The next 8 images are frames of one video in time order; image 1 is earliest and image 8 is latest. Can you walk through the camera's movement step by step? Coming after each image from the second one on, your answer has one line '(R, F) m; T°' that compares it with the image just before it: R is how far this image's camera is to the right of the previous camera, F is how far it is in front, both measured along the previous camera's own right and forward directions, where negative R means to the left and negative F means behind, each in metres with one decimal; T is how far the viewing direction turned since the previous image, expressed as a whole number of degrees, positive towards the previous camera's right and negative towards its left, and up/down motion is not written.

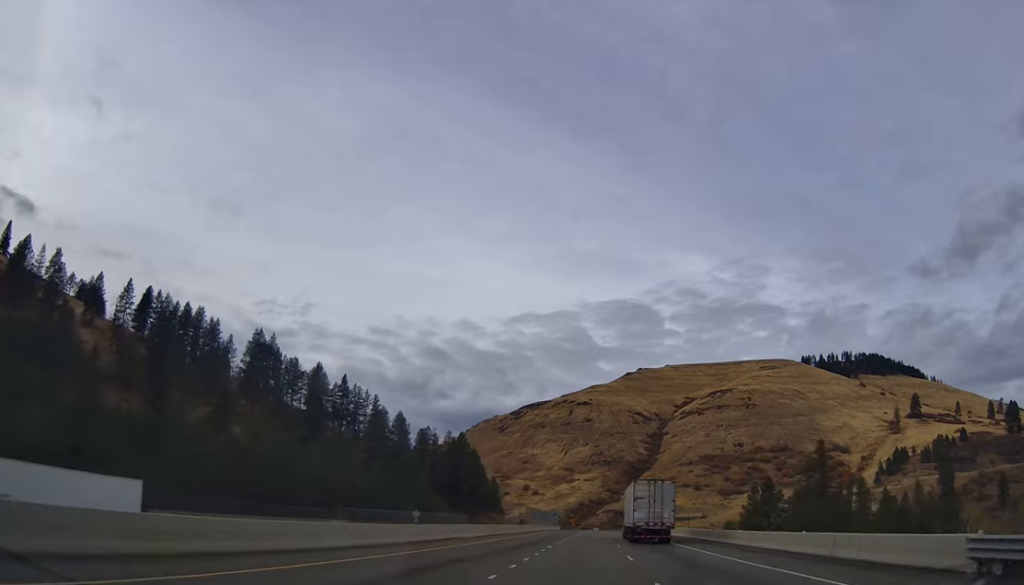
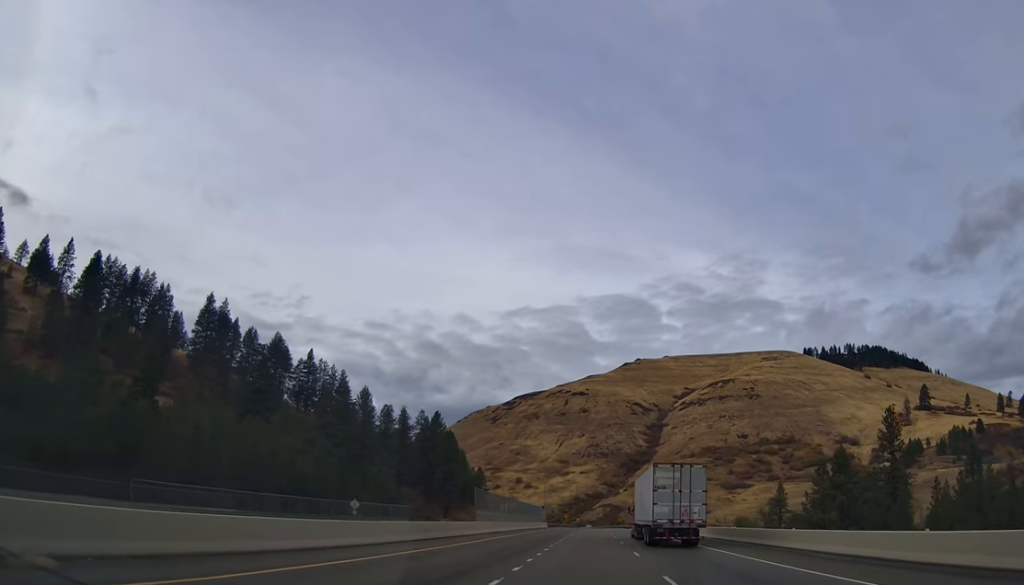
(+0.8, +34.4) m; +1°
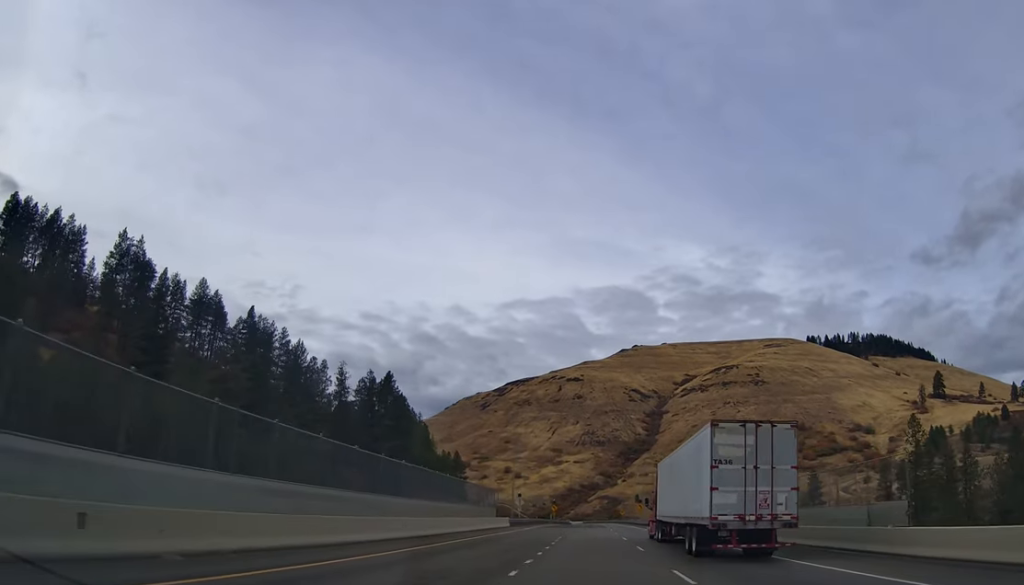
(0.0, +47.8) m; 0°
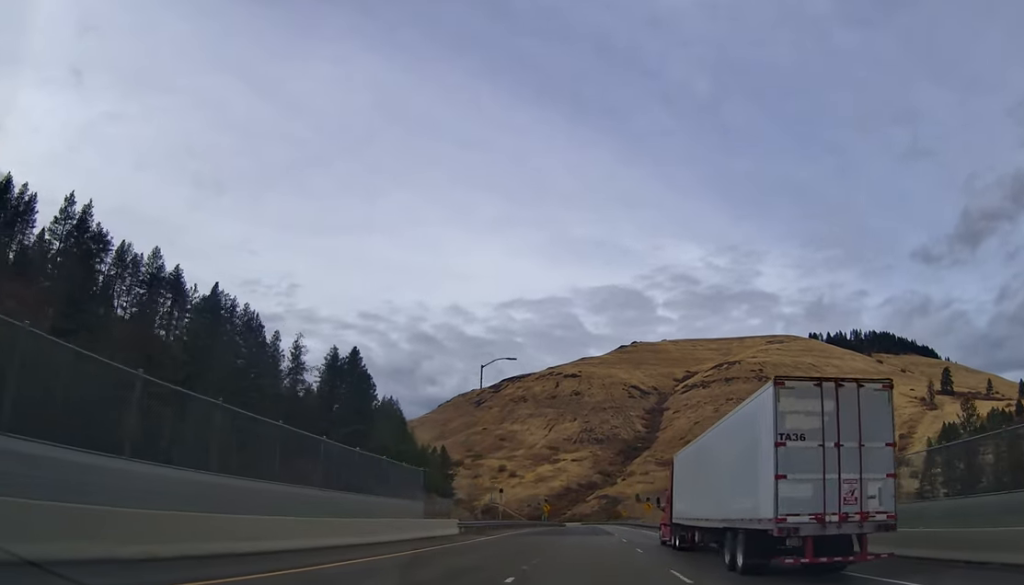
(+0.2, +23.9) m; 0°
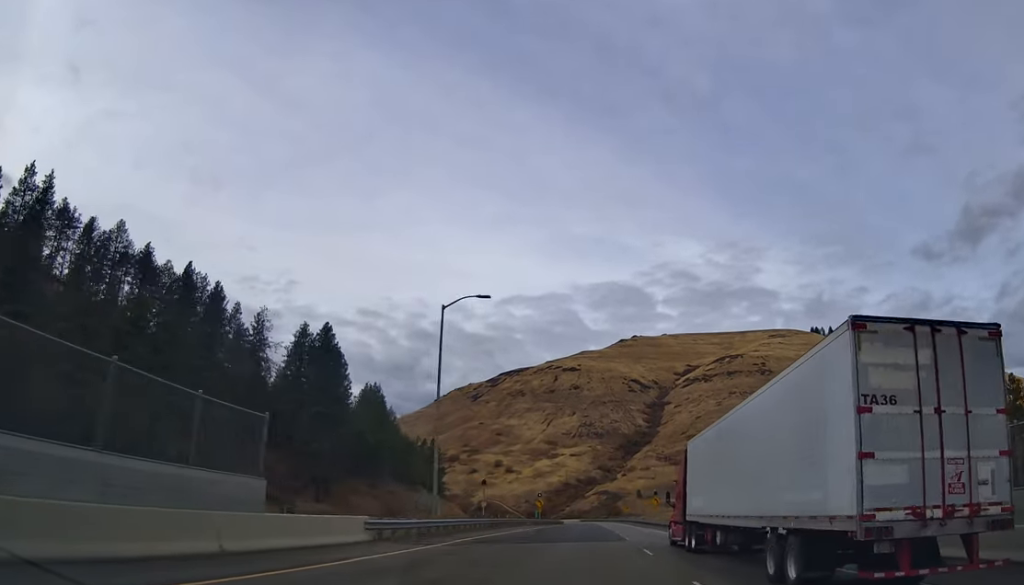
(-0.1, +15.9) m; 0°
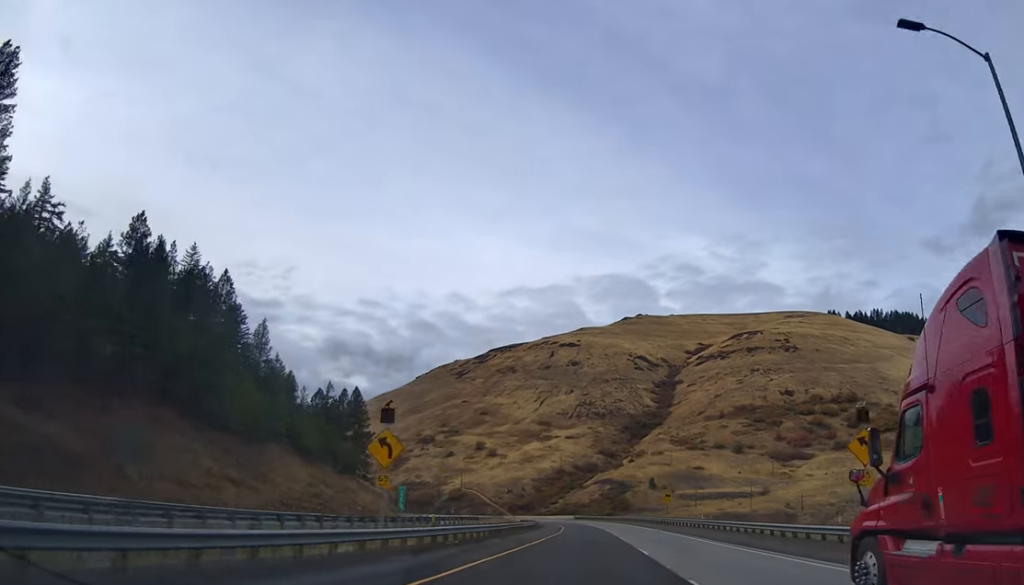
(+0.2, +88.2) m; +1°
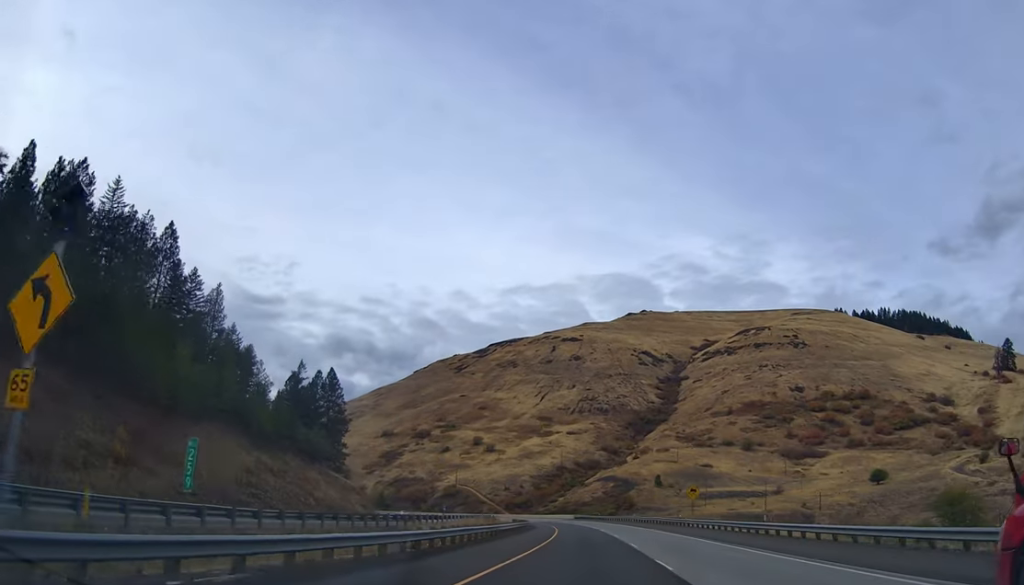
(+0.7, +19.0) m; -1°
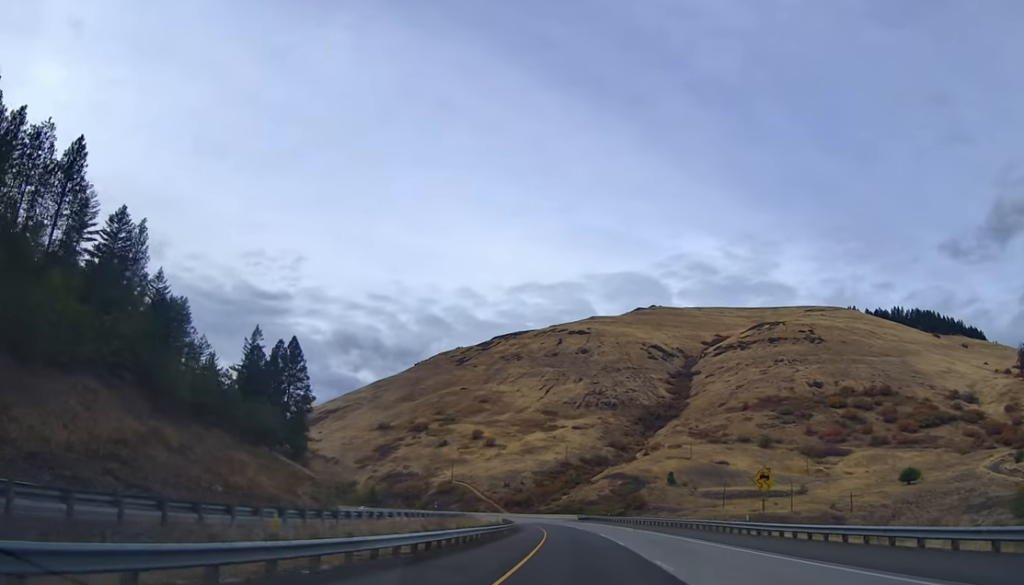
(-0.2, +25.0) m; -1°
